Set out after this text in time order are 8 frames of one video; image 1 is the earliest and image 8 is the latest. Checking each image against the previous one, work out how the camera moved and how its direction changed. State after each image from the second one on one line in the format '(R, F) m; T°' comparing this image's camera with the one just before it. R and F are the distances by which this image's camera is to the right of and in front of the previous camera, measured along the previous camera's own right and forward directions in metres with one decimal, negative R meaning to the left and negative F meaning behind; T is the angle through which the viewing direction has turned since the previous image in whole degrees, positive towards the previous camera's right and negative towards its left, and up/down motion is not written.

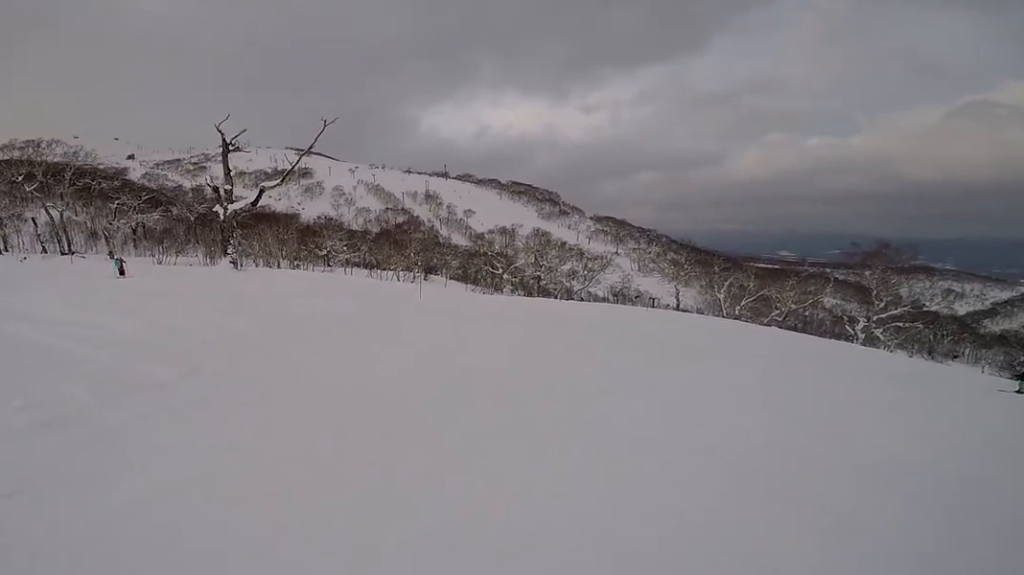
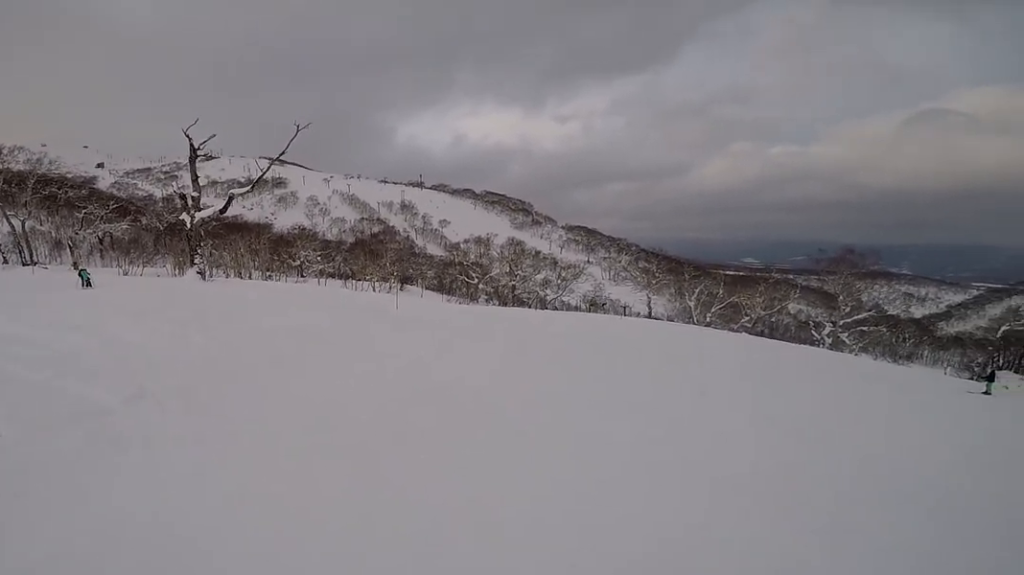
(0.0, +0.6) m; +9°
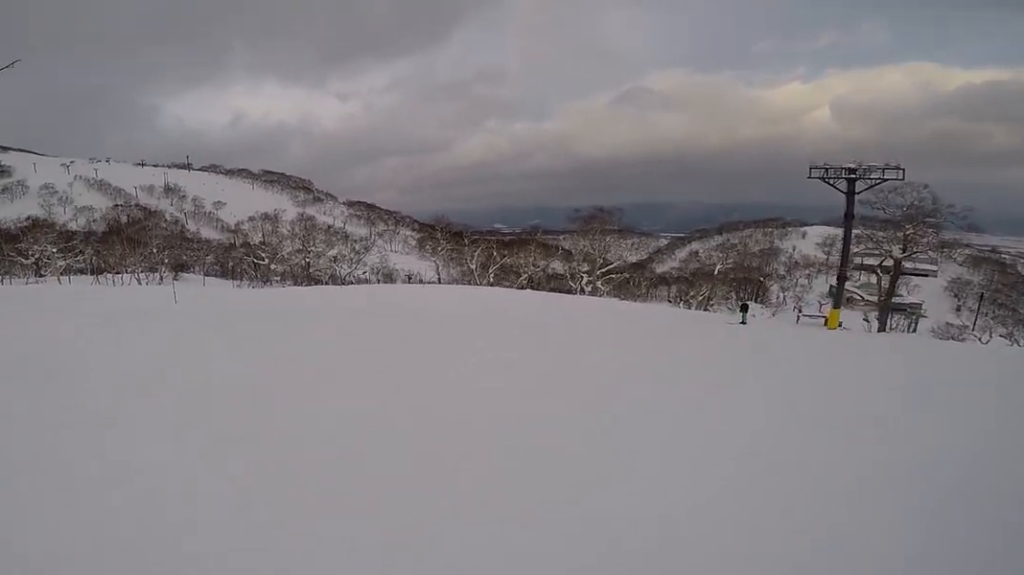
(+0.6, +5.9) m; +13°
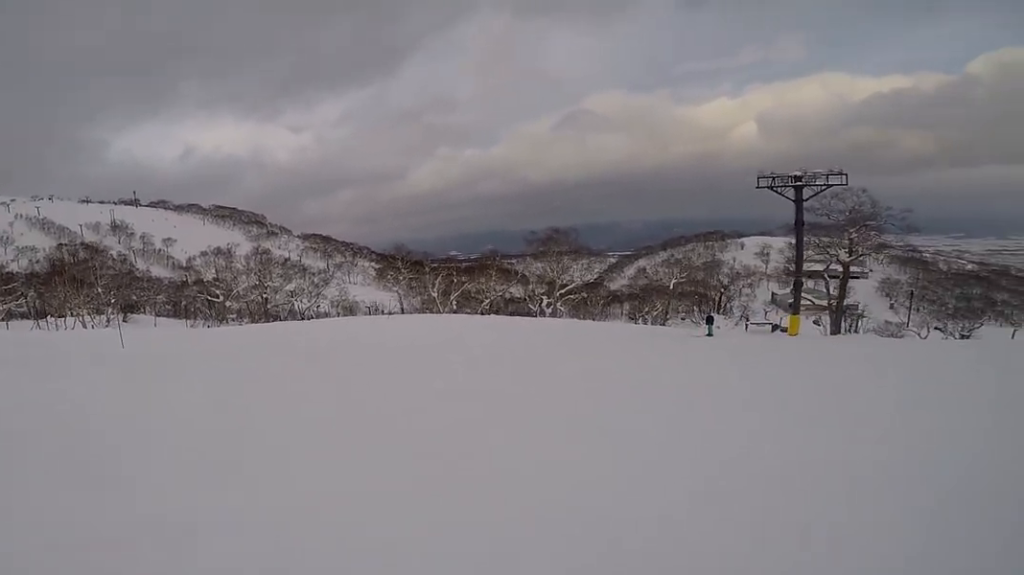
(-0.1, +1.9) m; +10°
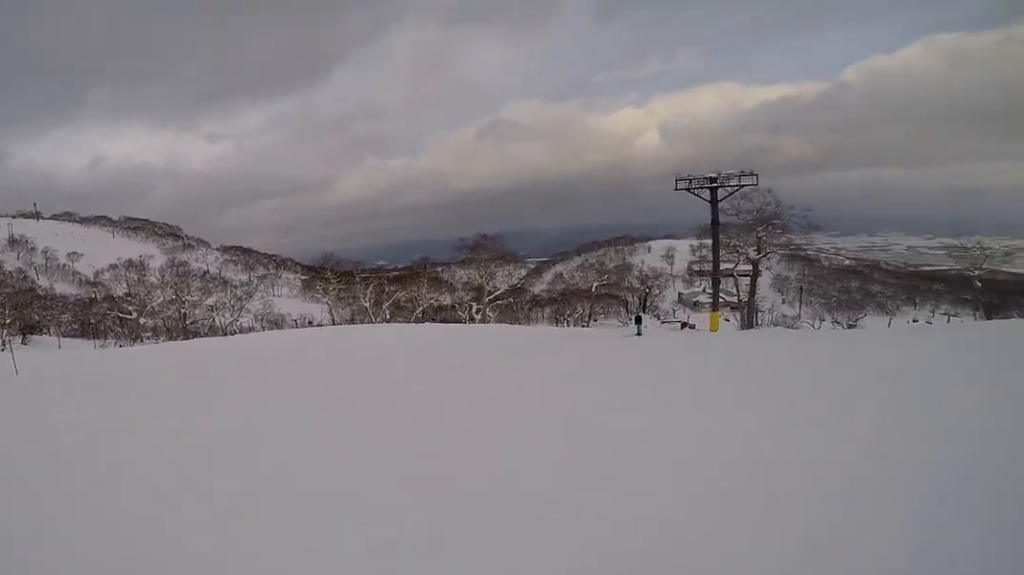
(-0.5, +1.6) m; +9°
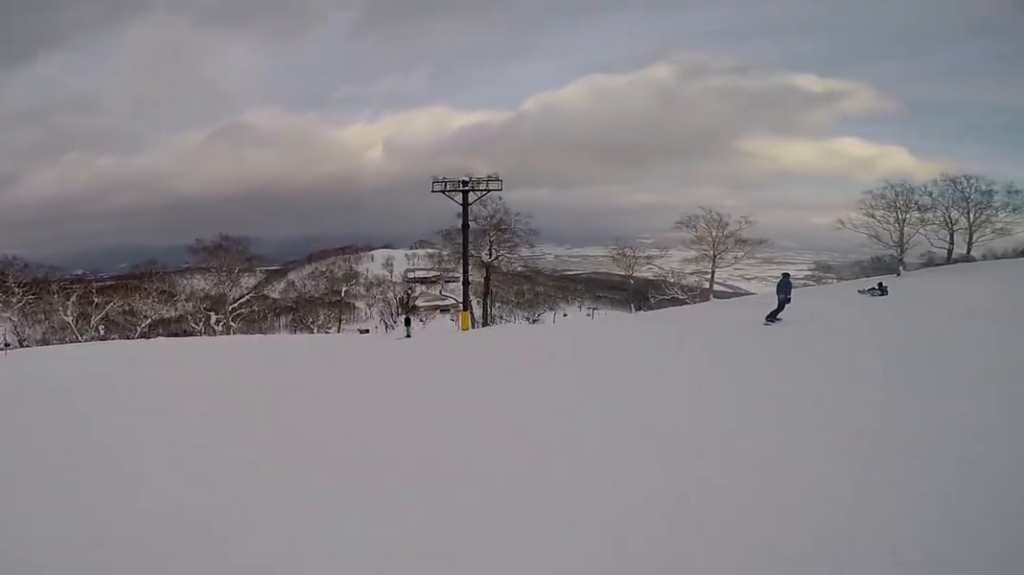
(+1.7, +5.1) m; +10°
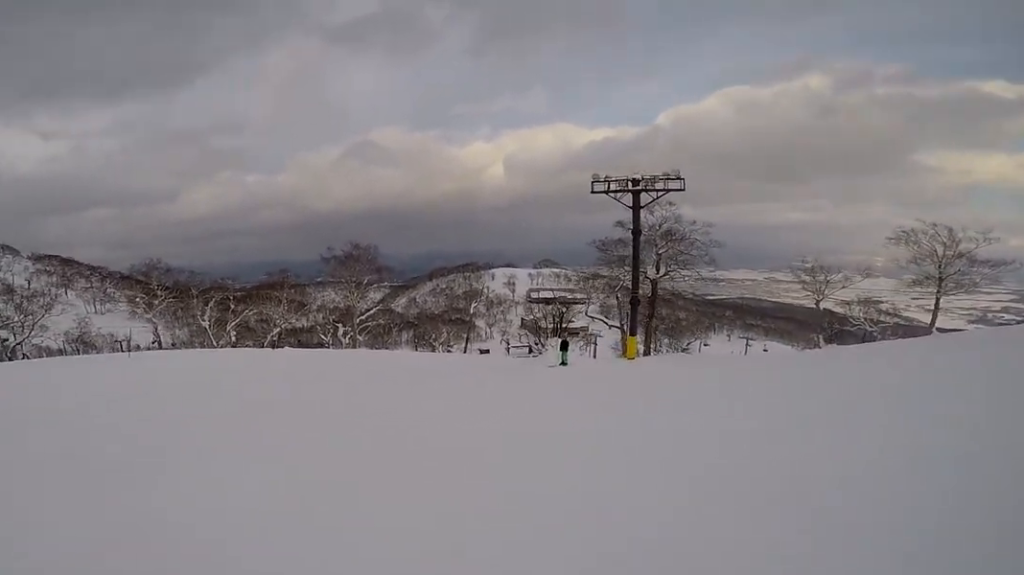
(-1.0, +6.0) m; -15°
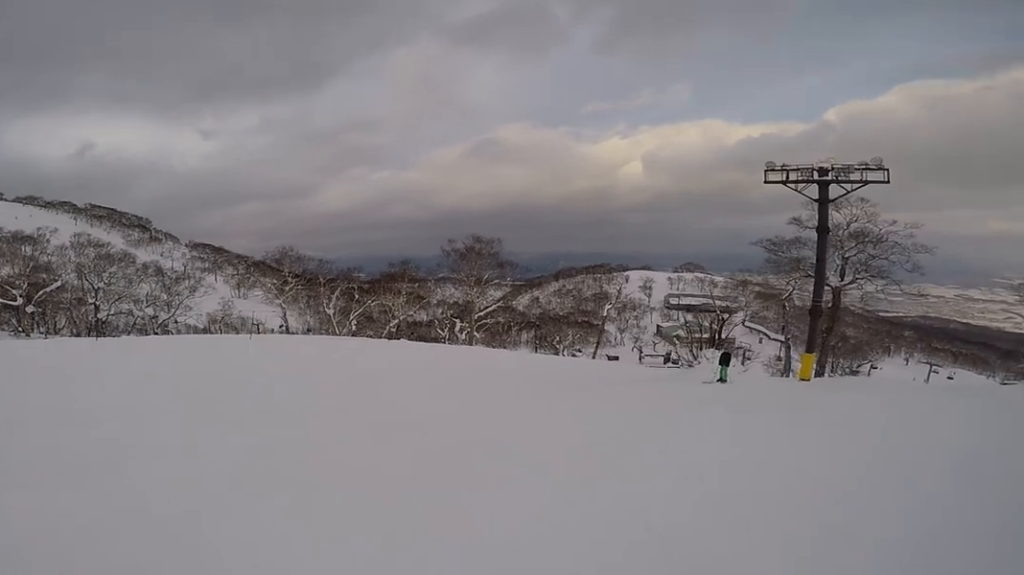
(+0.2, +2.3) m; -7°
